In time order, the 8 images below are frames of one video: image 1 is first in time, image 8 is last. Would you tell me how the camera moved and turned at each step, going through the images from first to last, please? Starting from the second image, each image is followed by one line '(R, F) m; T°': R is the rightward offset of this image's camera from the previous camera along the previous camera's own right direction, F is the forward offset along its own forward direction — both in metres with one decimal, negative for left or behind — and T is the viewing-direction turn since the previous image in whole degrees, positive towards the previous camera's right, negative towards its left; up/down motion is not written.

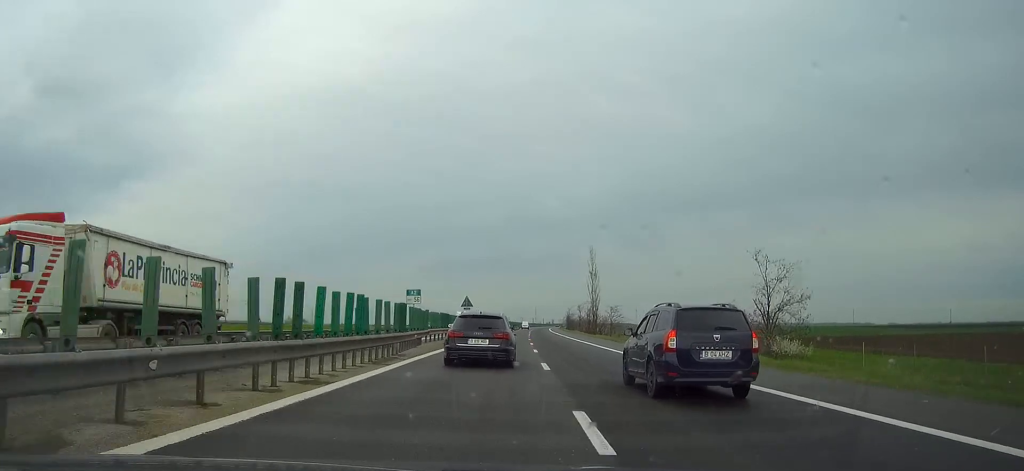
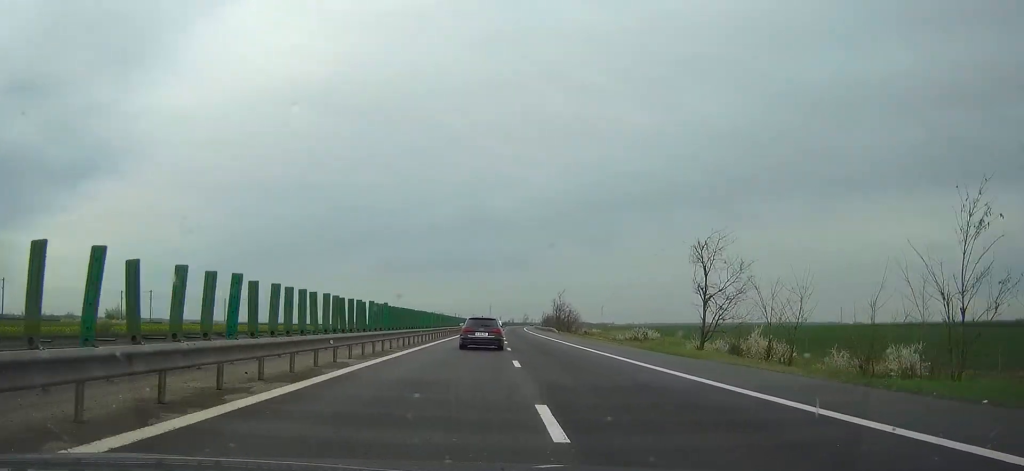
(+3.2, +103.3) m; +2°
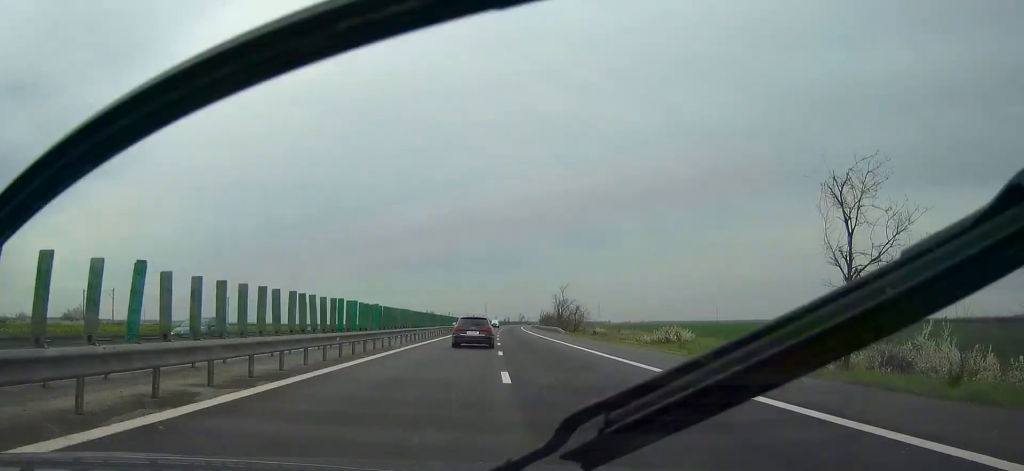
(0.0, +14.6) m; 0°
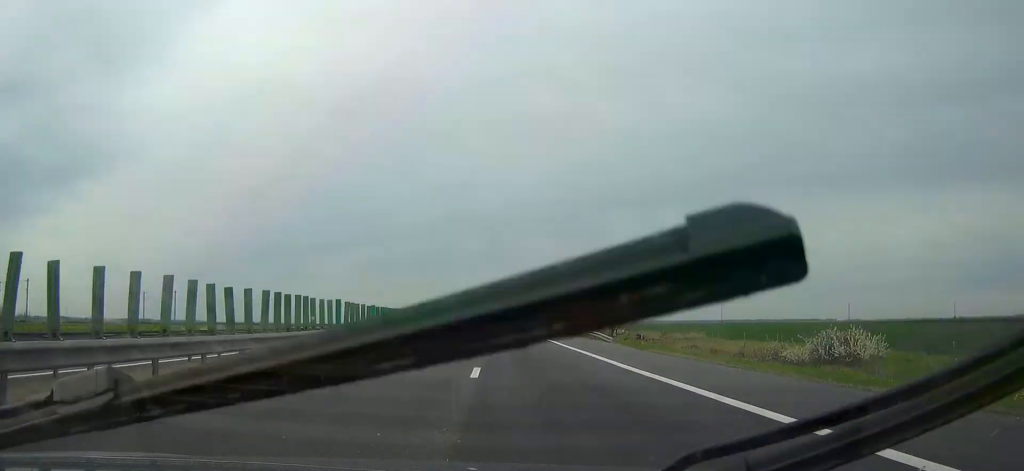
(0.0, +29.3) m; 0°
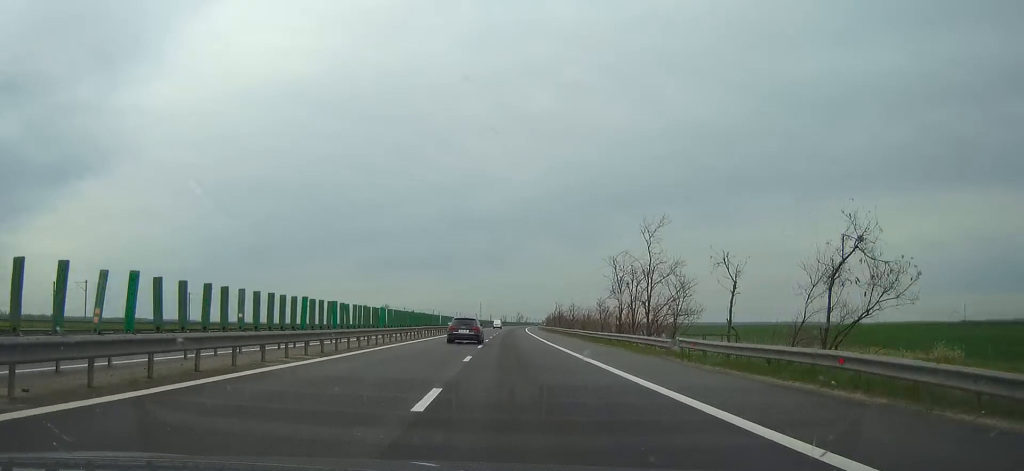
(0.0, +35.4) m; 0°
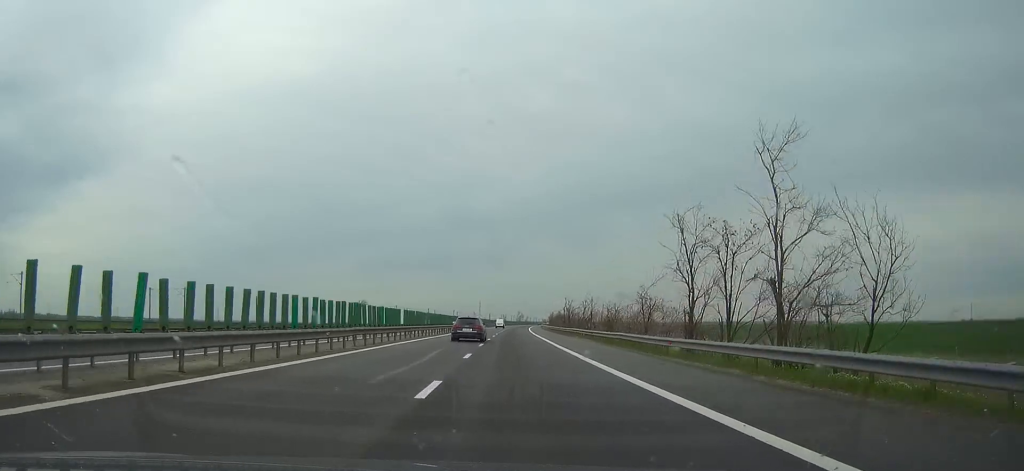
(0.0, +19.7) m; 0°
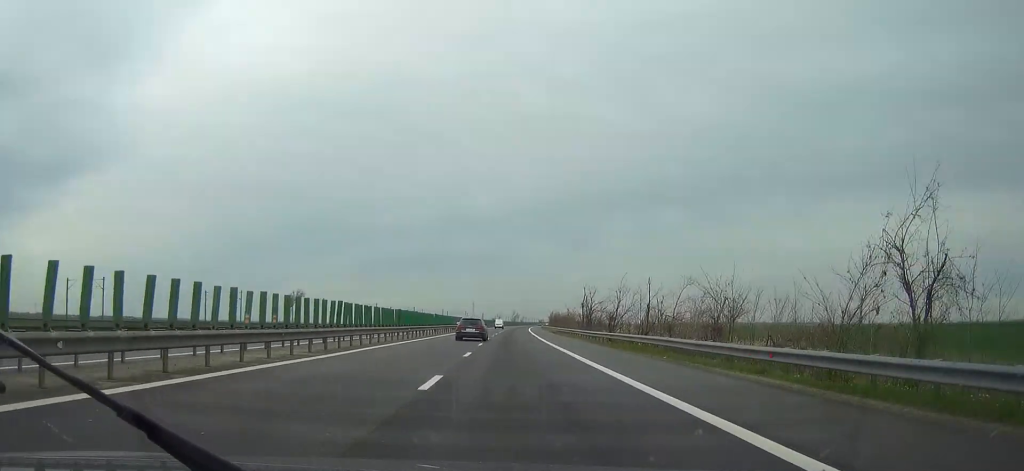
(0.0, +31.0) m; 0°
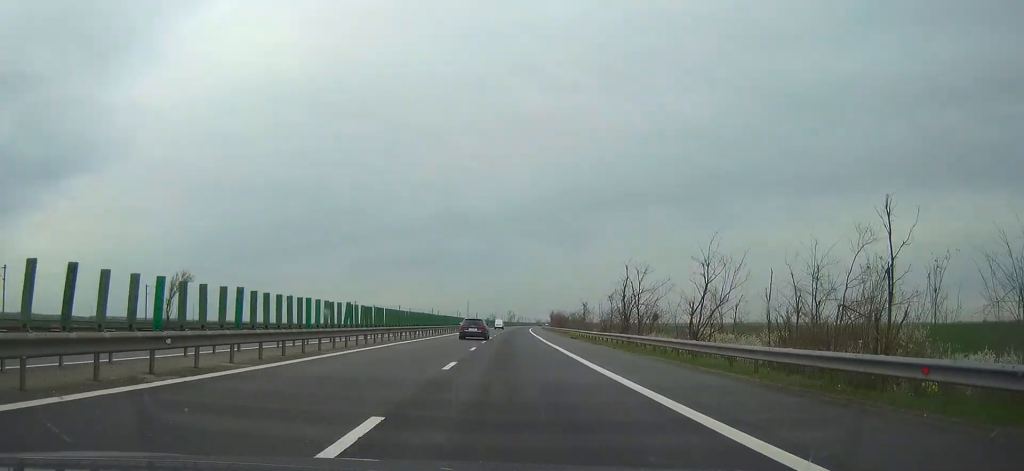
(+0.2, +28.3) m; +1°
